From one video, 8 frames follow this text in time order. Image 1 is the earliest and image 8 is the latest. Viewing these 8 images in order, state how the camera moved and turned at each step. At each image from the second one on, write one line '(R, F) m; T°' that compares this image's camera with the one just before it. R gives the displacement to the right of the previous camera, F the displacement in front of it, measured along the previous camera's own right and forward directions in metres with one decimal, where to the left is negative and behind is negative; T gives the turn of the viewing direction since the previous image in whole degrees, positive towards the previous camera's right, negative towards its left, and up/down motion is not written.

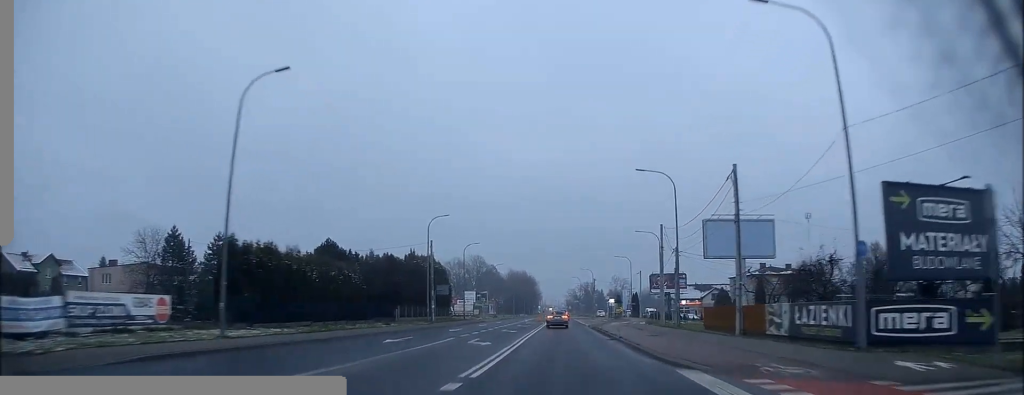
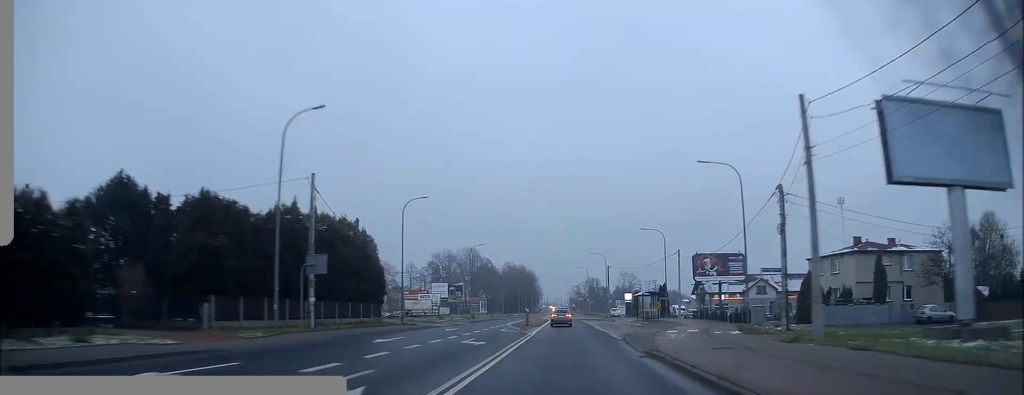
(-0.1, +31.3) m; +1°
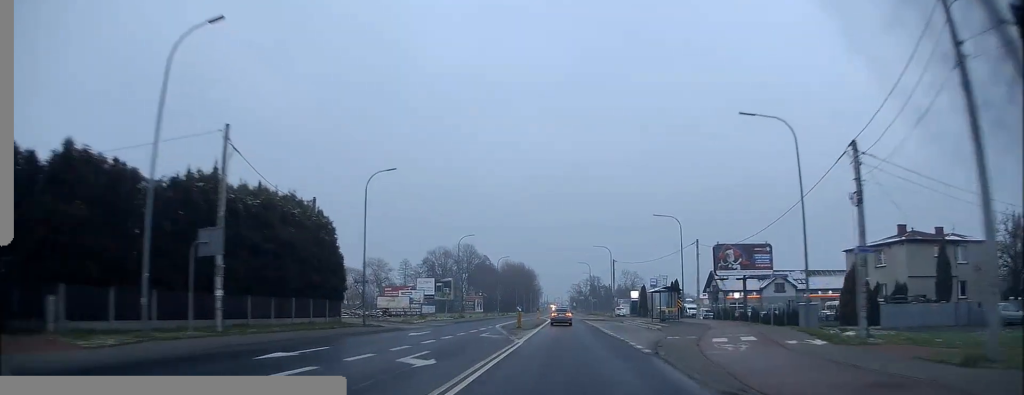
(+0.1, +9.4) m; 0°
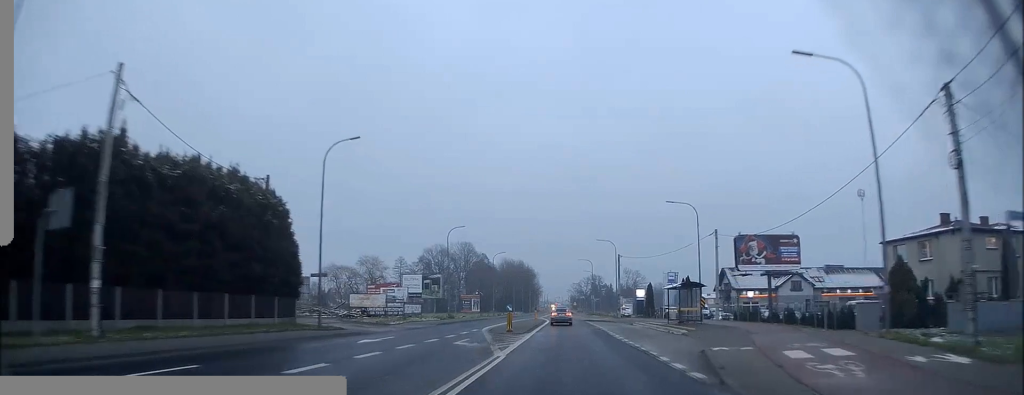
(+0.1, +7.3) m; 0°
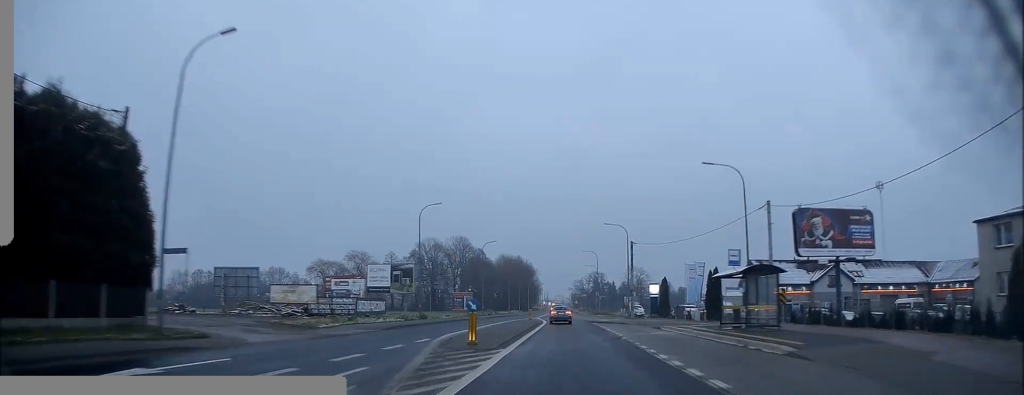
(-0.2, +13.5) m; -1°
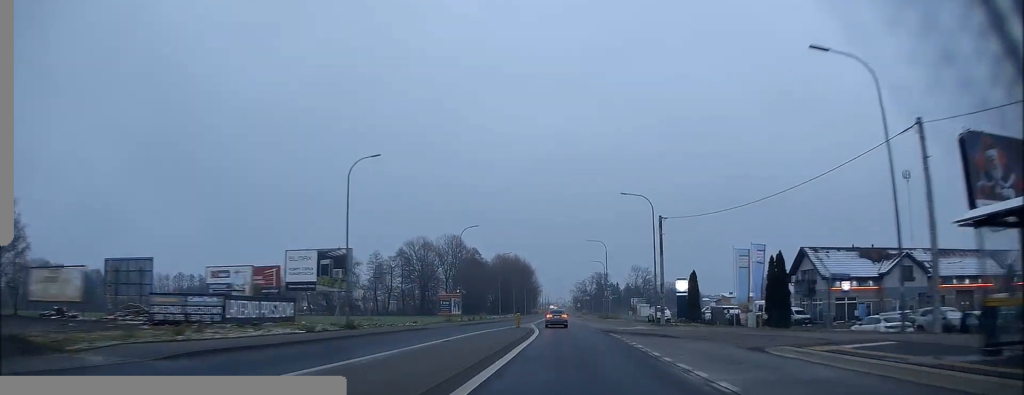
(-0.1, +18.2) m; -1°
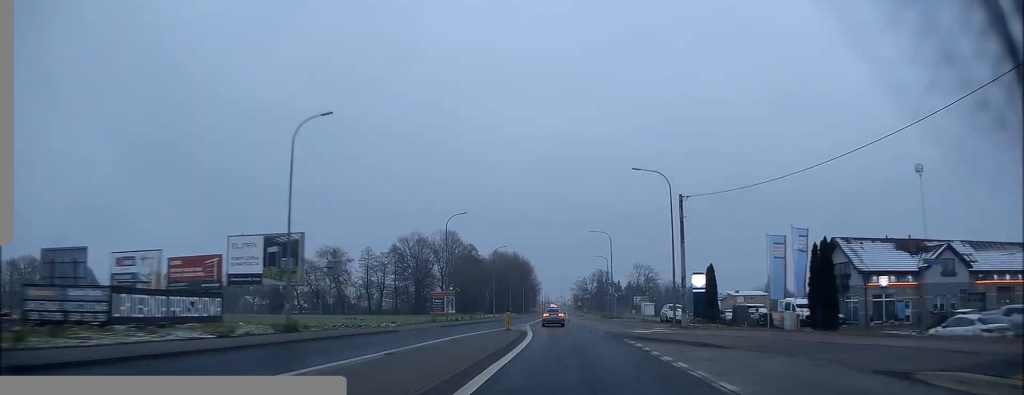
(0.0, +7.8) m; 0°
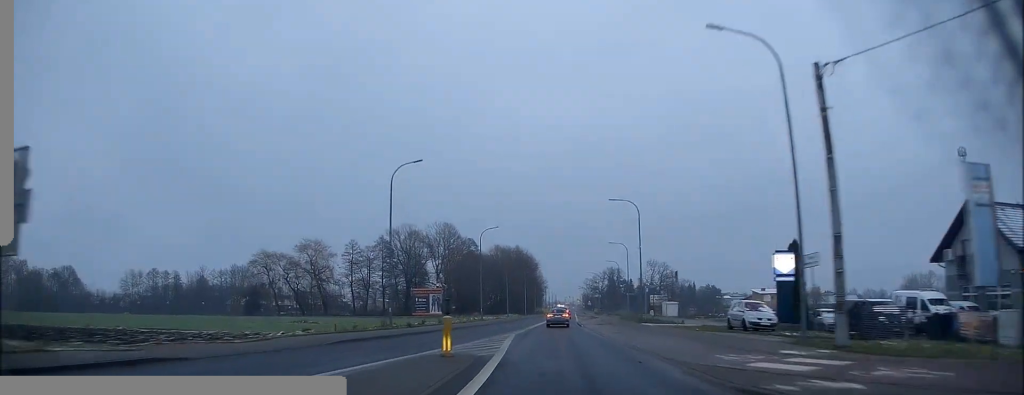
(-0.1, +20.3) m; 0°
